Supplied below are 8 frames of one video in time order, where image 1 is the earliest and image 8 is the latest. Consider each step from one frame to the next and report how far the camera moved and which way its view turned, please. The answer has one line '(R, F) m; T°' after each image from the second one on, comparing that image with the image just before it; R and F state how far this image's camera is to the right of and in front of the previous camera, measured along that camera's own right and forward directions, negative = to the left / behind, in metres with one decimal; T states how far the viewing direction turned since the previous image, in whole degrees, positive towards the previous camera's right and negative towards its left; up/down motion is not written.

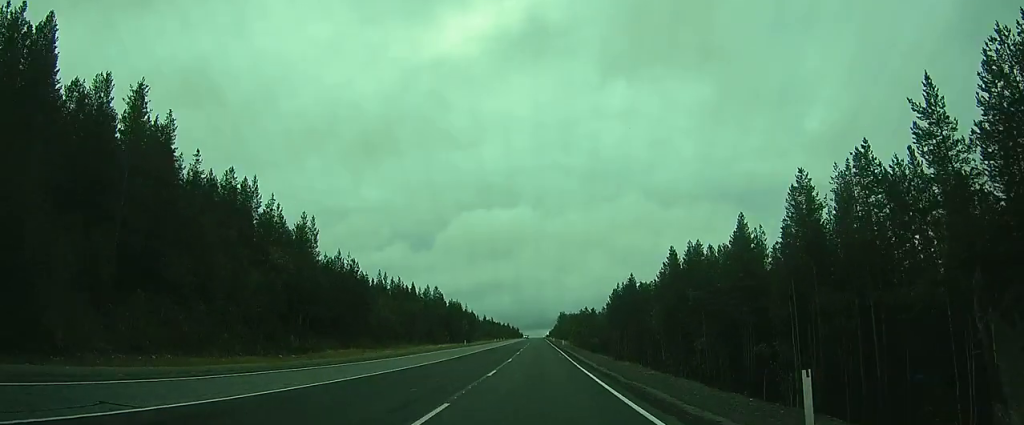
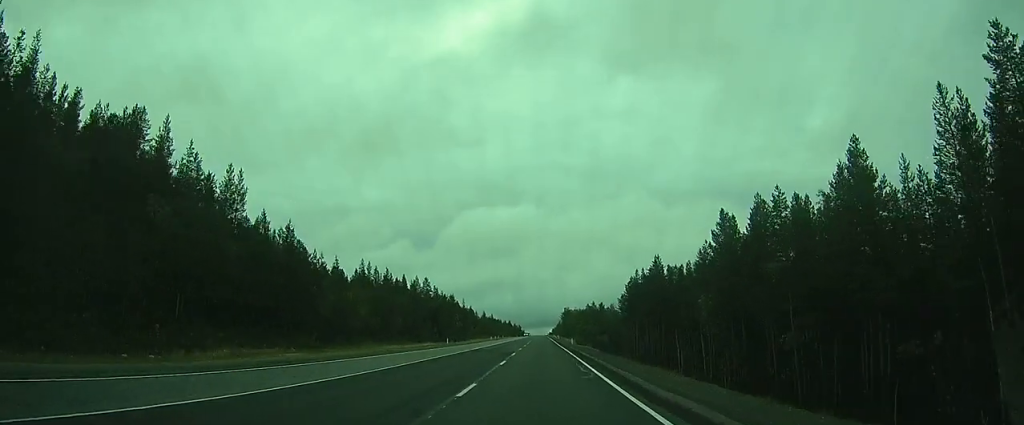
(0.0, +19.3) m; 0°
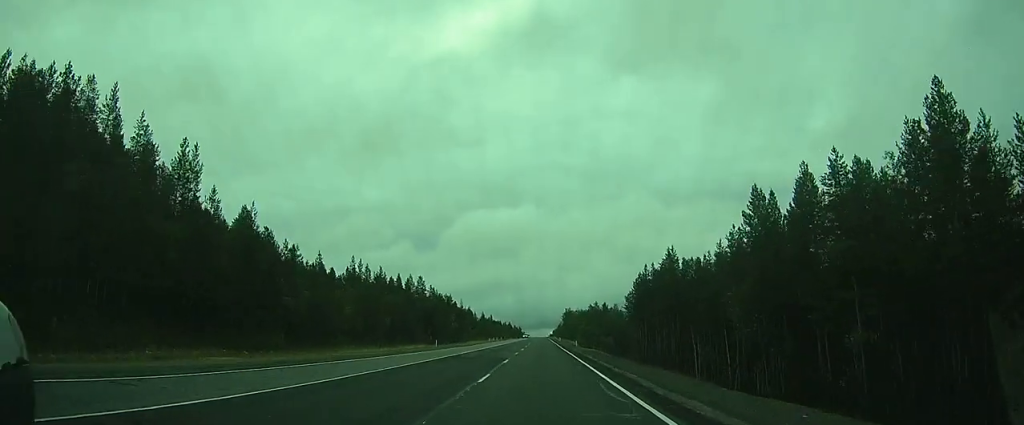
(0.0, +7.9) m; 0°
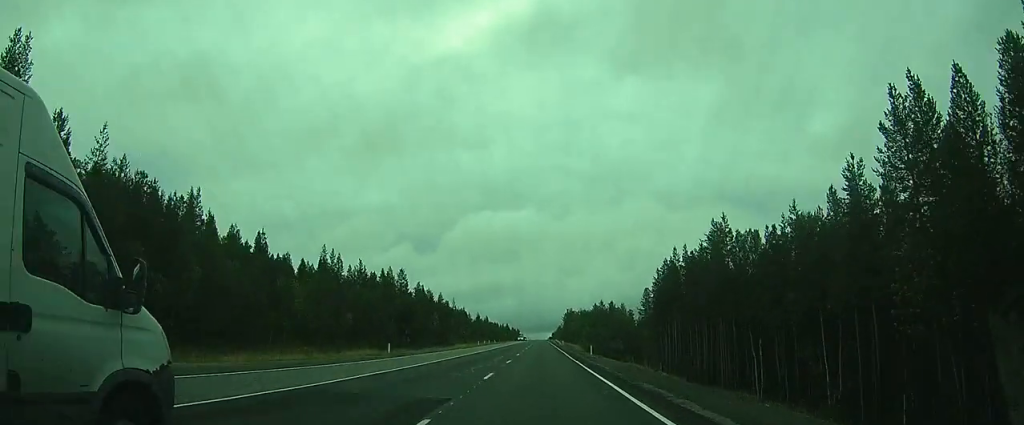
(+0.1, +19.2) m; 0°
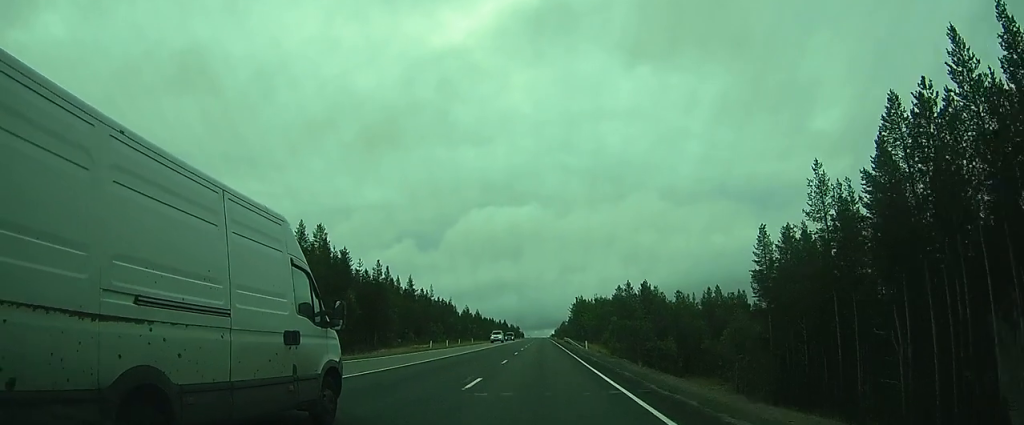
(-0.3, +48.8) m; -1°
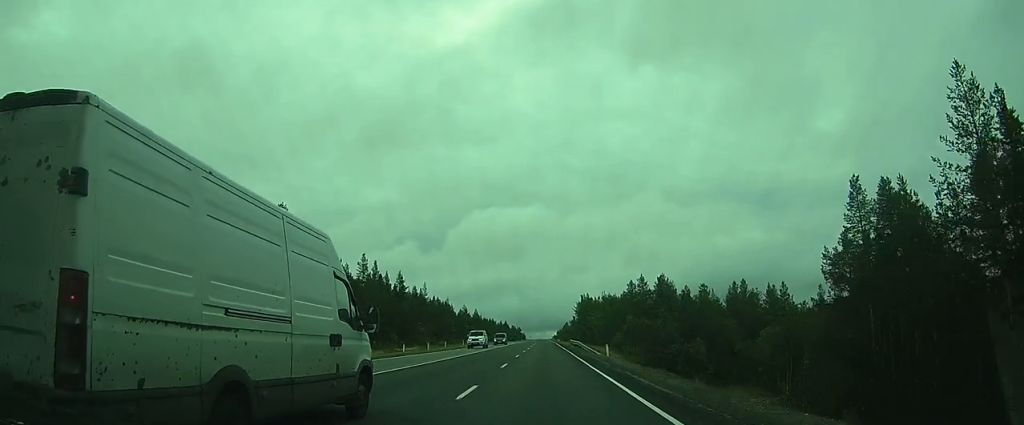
(-0.1, +13.6) m; 0°
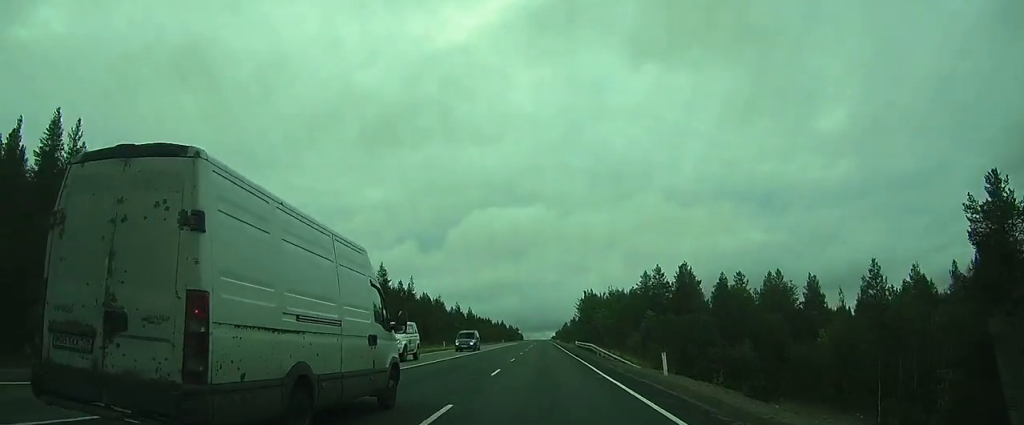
(0.0, +15.7) m; 0°
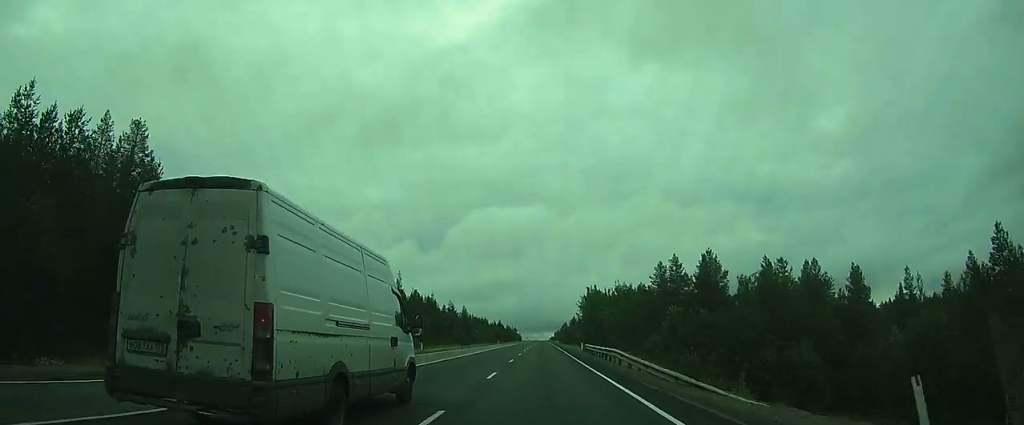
(0.0, +12.3) m; 0°
